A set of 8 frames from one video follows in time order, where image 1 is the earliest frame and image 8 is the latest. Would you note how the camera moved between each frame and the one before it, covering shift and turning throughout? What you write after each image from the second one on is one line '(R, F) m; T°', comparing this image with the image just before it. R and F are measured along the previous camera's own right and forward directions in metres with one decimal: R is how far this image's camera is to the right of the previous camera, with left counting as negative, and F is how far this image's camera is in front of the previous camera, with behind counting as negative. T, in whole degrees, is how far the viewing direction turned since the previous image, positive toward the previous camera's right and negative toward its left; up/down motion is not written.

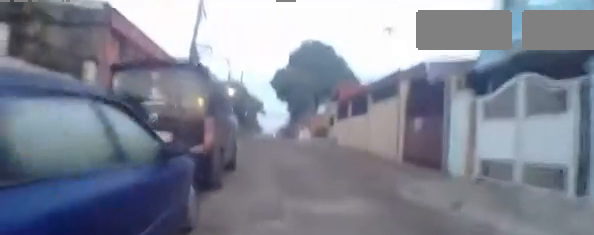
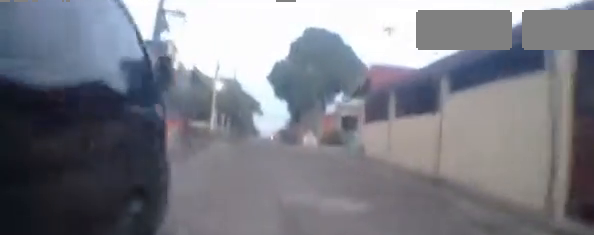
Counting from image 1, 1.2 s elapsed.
(+0.2, +6.0) m; +4°
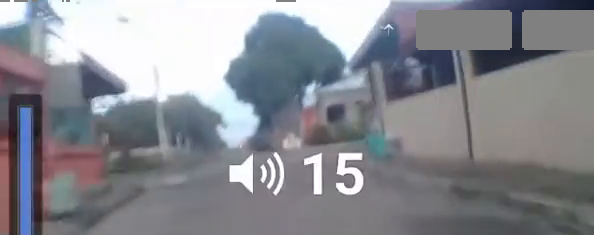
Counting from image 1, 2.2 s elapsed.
(+0.1, +5.9) m; 0°
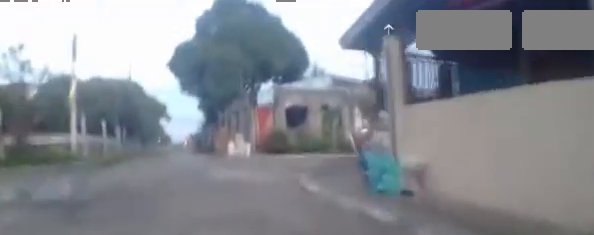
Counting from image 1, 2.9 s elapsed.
(0.0, +4.6) m; +1°
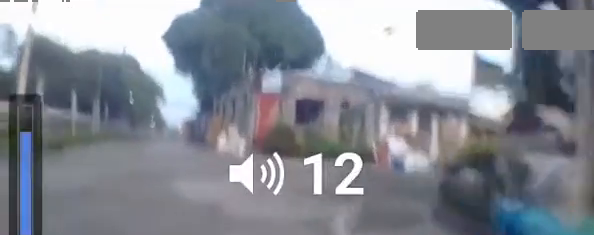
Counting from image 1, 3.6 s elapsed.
(0.0, +4.5) m; +1°
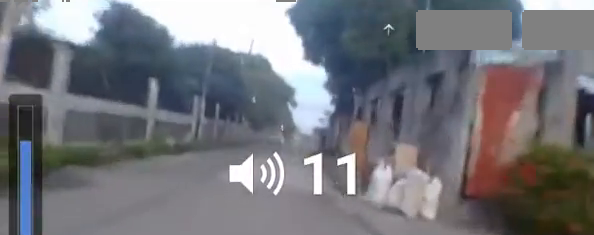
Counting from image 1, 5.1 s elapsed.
(+0.3, +9.1) m; -1°
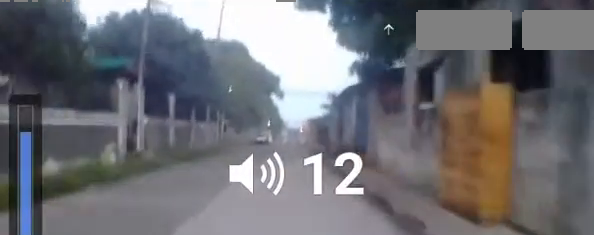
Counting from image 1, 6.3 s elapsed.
(-0.5, +7.7) m; -6°
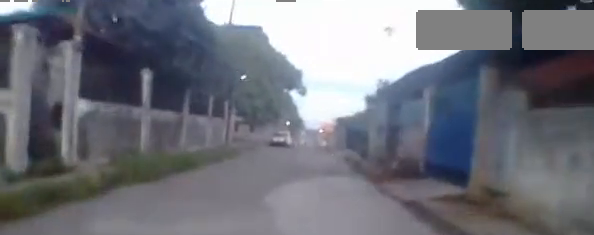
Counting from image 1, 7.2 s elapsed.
(-0.1, +5.6) m; 0°
